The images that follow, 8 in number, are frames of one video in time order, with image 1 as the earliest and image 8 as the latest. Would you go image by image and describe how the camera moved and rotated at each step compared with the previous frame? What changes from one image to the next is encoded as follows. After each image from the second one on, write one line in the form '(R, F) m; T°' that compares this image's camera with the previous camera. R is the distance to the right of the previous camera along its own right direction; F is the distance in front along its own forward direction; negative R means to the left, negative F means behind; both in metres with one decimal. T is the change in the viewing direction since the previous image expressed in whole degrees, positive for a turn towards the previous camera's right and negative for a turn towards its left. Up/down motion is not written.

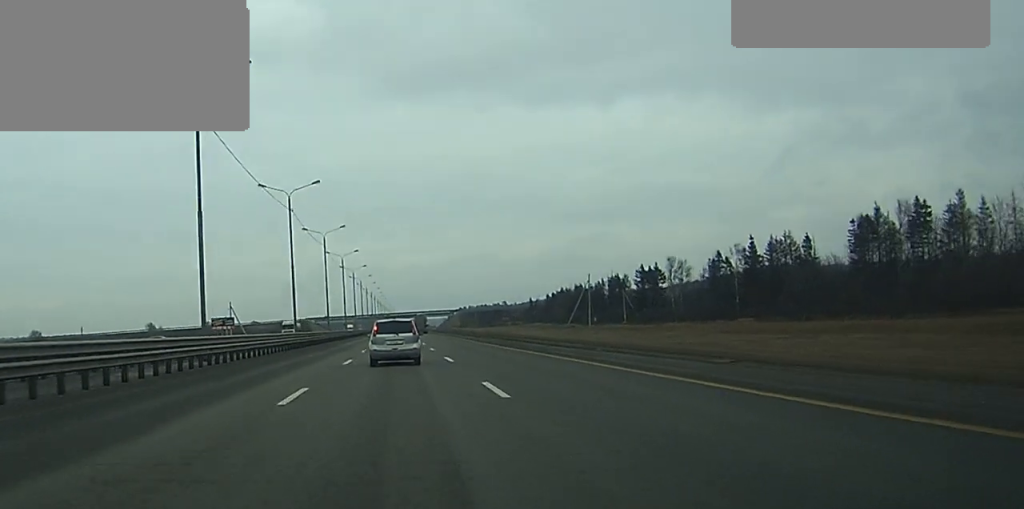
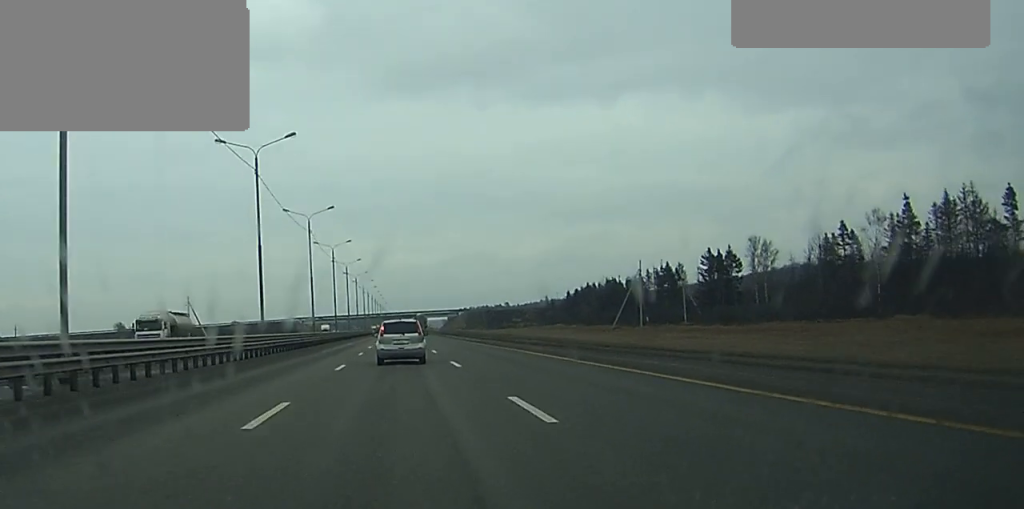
(+0.1, +51.9) m; 0°
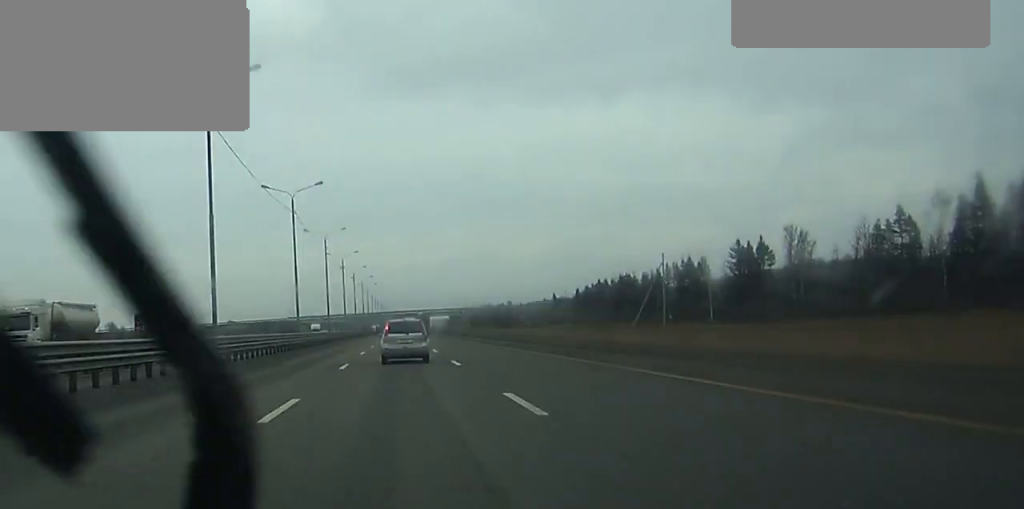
(0.0, +15.3) m; 0°
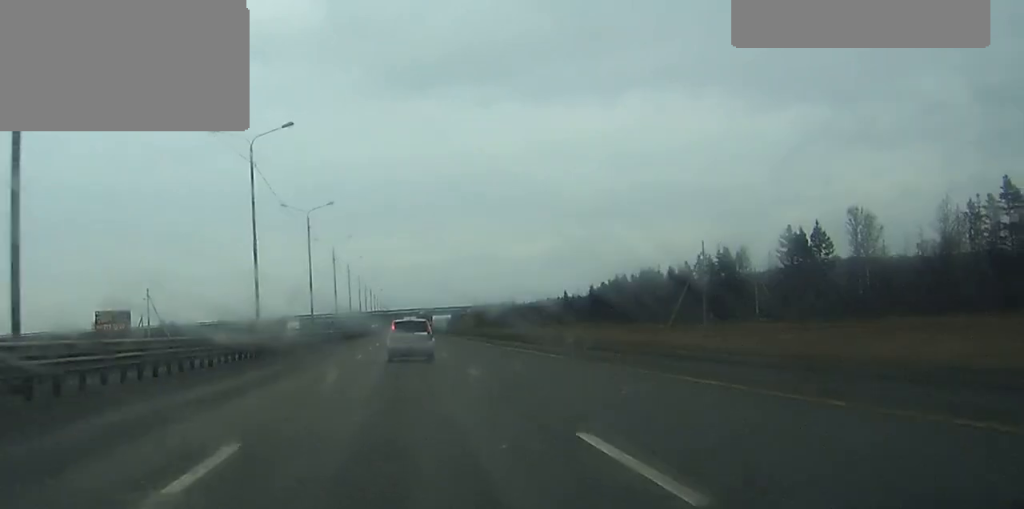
(0.0, +21.9) m; 0°
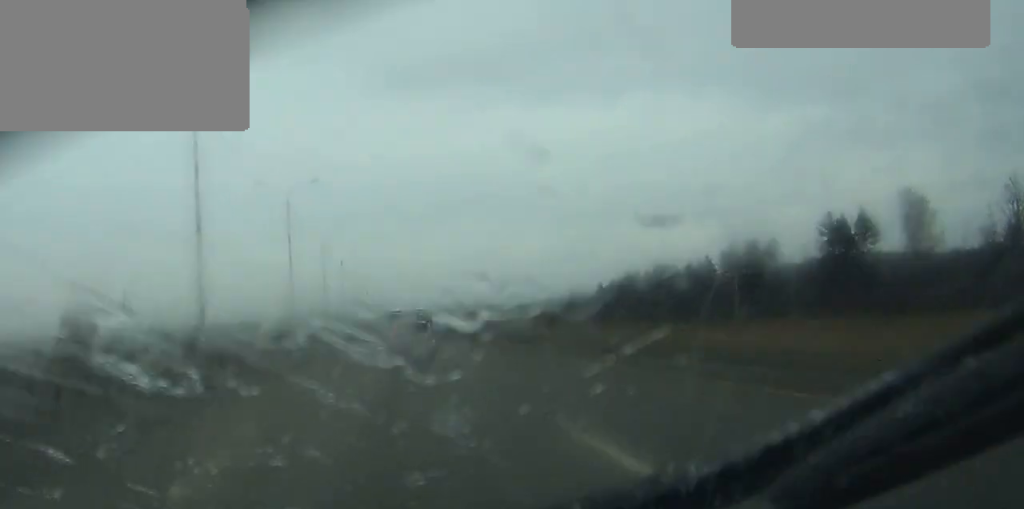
(0.0, +15.1) m; 0°
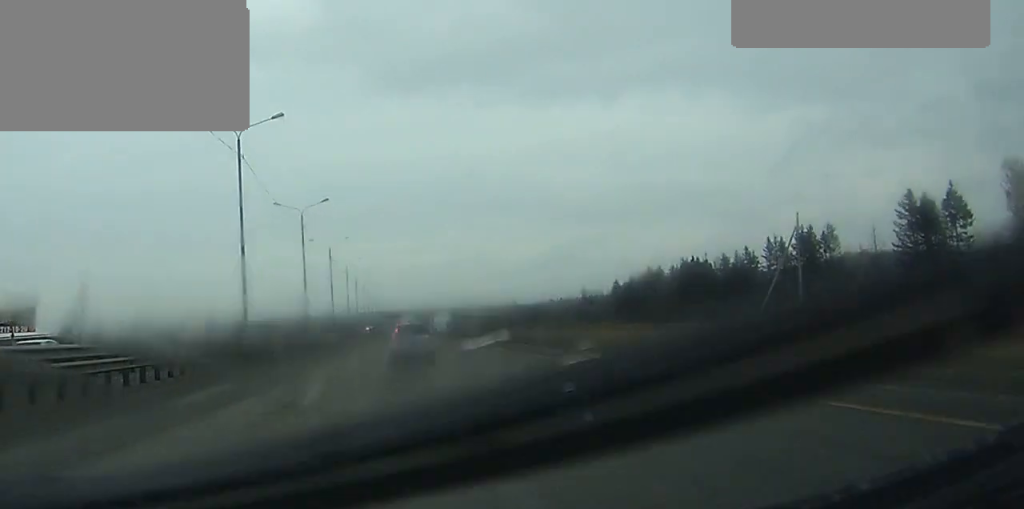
(0.0, +22.6) m; 0°
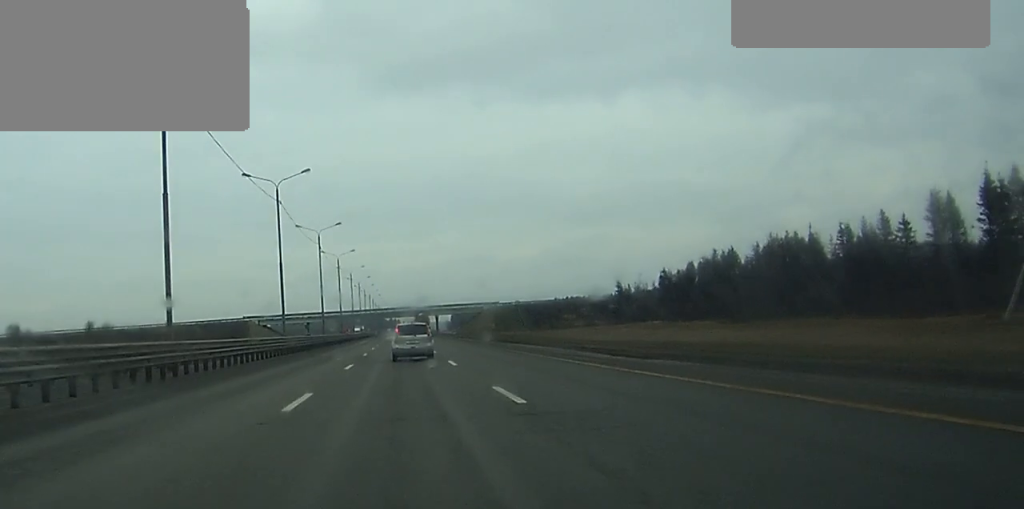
(+0.1, +50.4) m; 0°
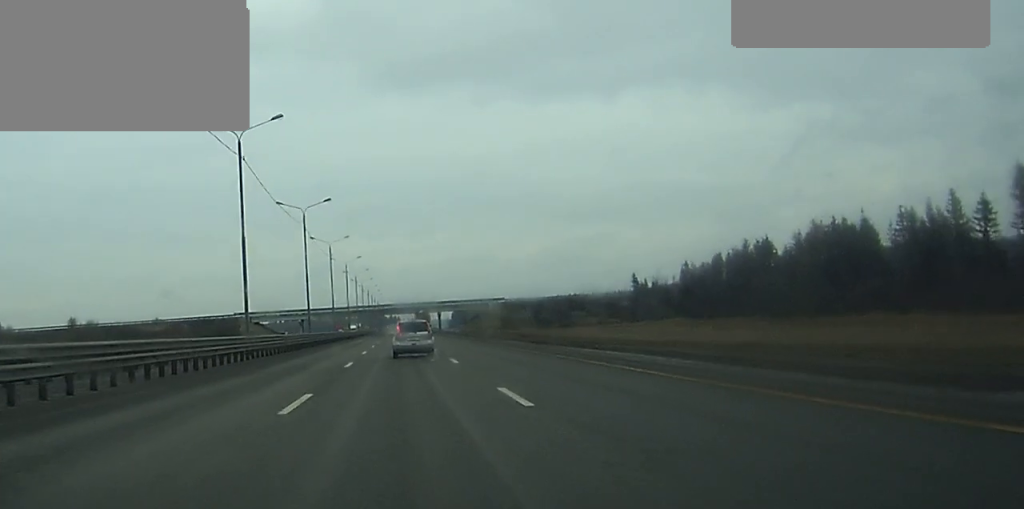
(0.0, +16.7) m; 0°
